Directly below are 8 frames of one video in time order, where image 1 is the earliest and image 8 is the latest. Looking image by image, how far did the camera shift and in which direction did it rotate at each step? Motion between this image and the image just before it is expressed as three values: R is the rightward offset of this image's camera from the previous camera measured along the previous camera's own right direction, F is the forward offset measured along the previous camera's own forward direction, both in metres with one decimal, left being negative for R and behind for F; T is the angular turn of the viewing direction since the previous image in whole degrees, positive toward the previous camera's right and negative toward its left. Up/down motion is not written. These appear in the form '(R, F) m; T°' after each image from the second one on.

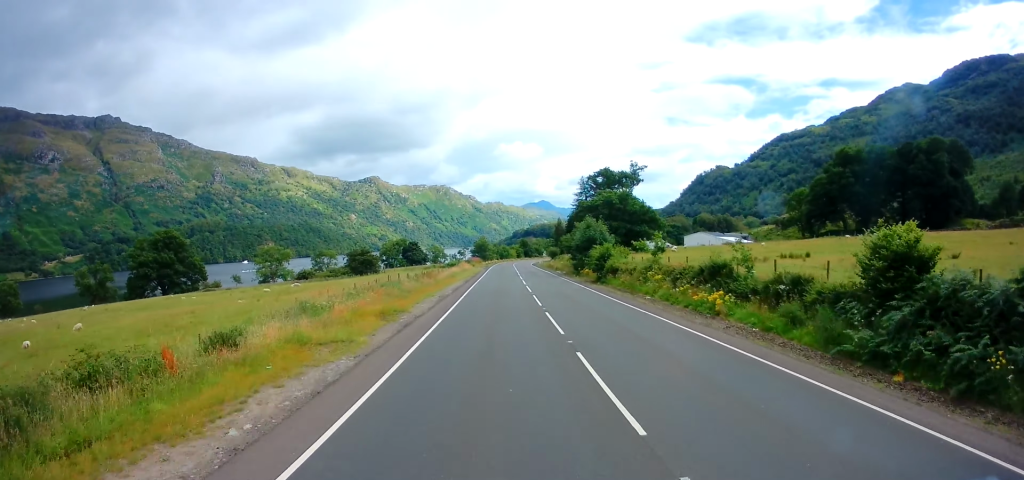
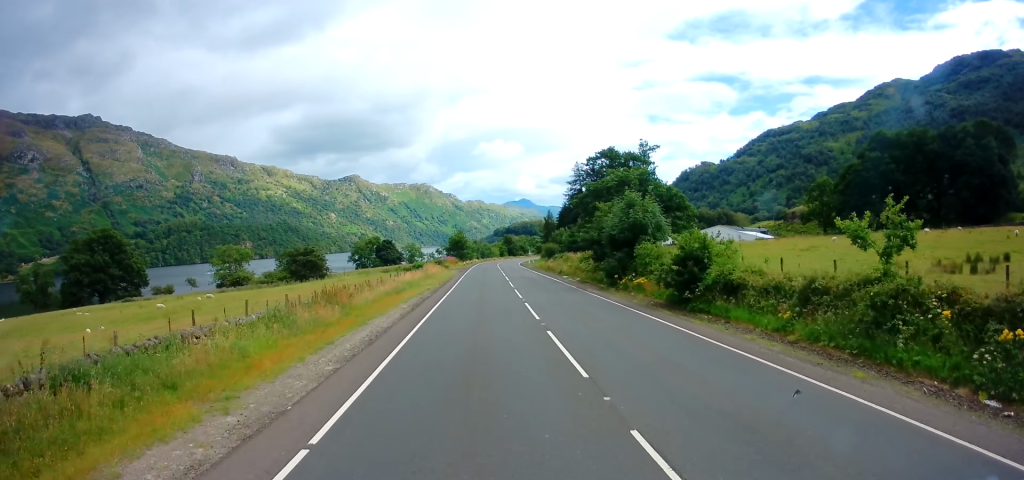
(+0.2, +23.9) m; +1°
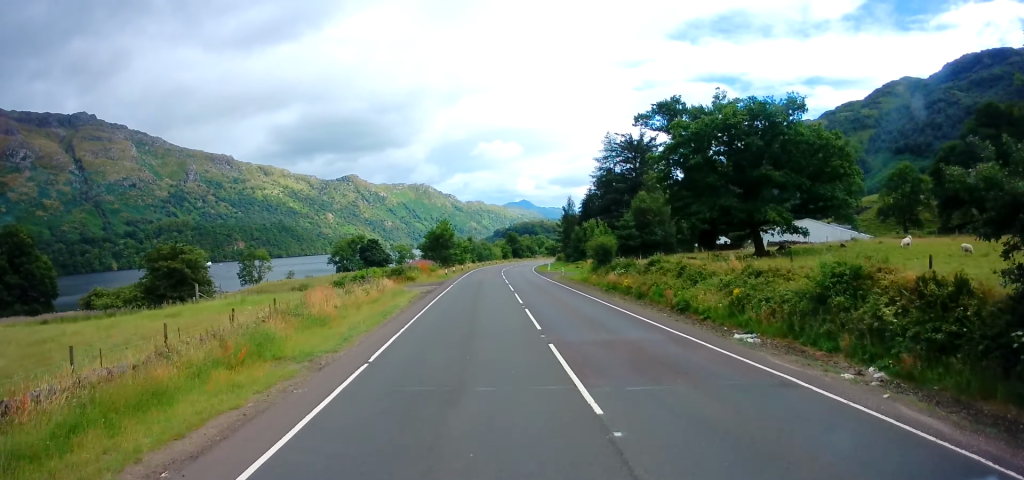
(+0.3, +37.9) m; 0°
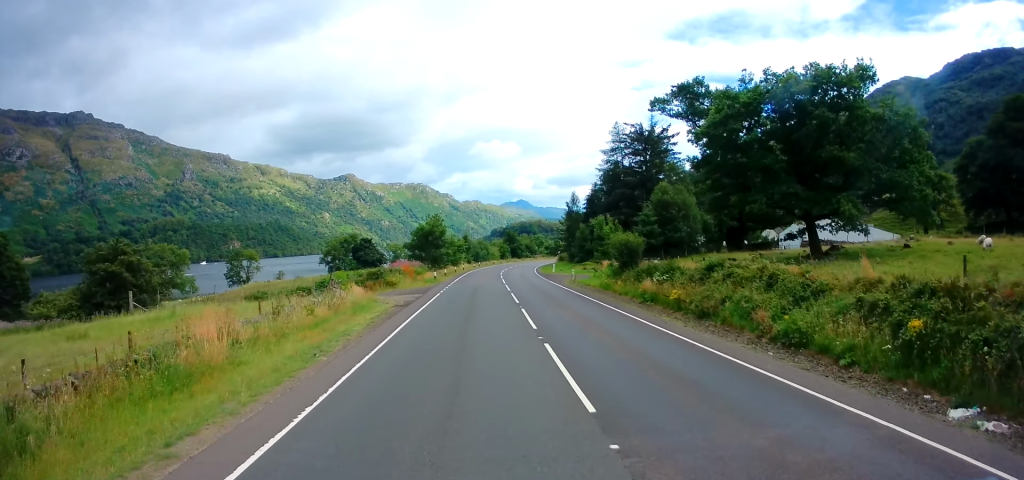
(-0.1, +8.6) m; 0°
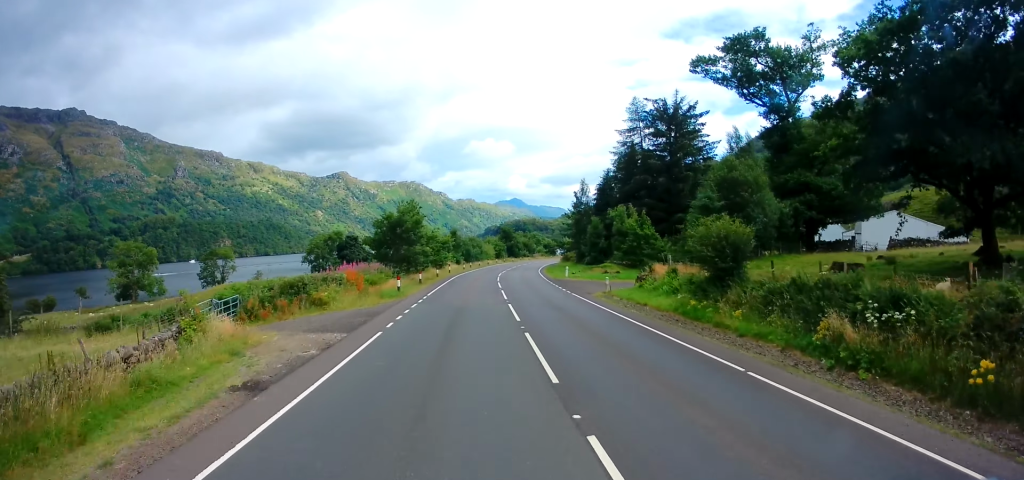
(+0.1, +16.0) m; +1°
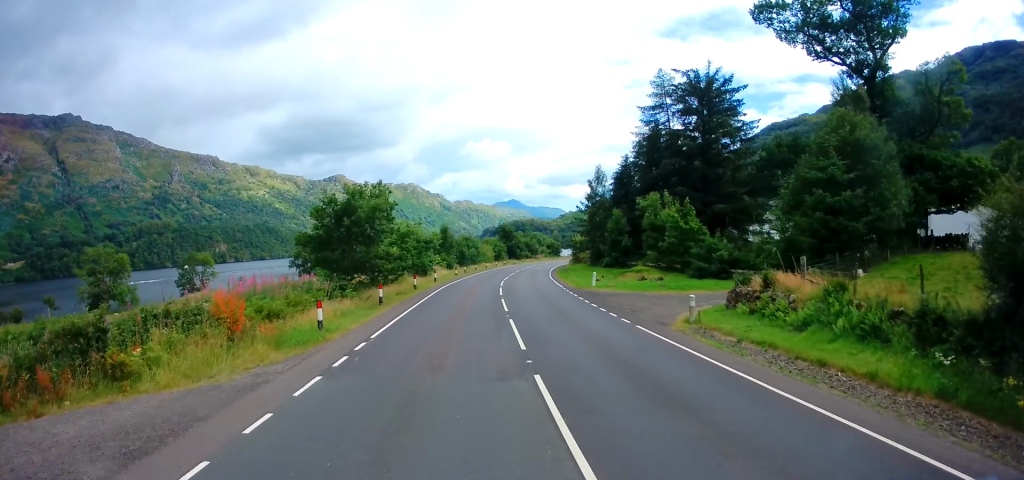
(+0.1, +13.9) m; 0°
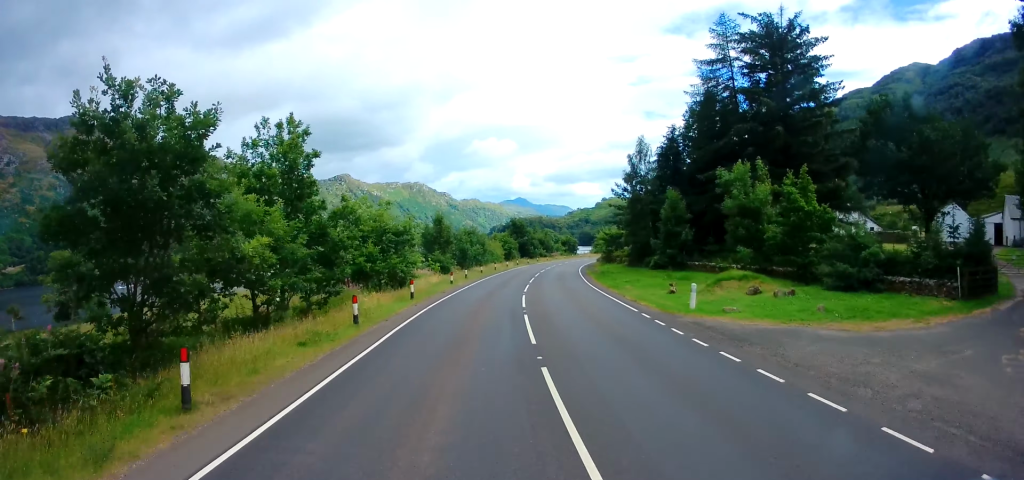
(0.0, +17.2) m; 0°
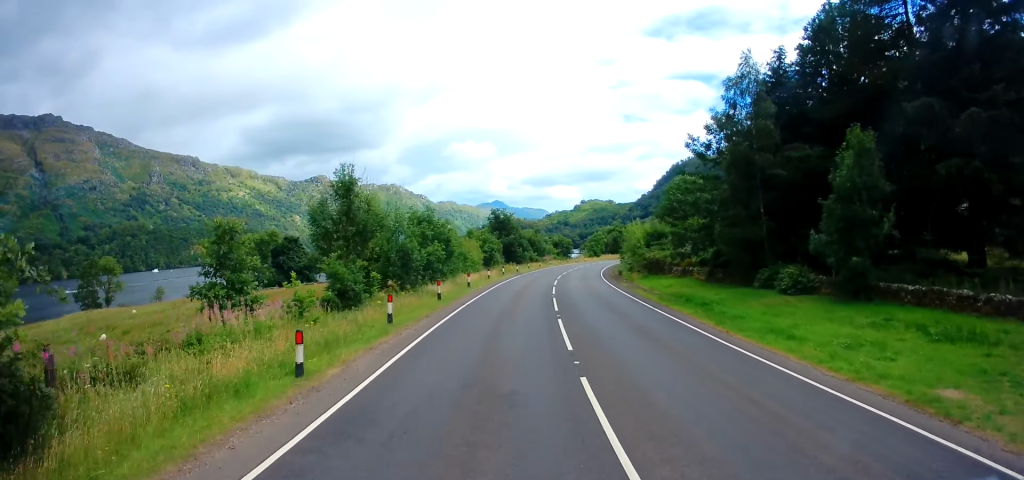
(0.0, +27.9) m; +2°
